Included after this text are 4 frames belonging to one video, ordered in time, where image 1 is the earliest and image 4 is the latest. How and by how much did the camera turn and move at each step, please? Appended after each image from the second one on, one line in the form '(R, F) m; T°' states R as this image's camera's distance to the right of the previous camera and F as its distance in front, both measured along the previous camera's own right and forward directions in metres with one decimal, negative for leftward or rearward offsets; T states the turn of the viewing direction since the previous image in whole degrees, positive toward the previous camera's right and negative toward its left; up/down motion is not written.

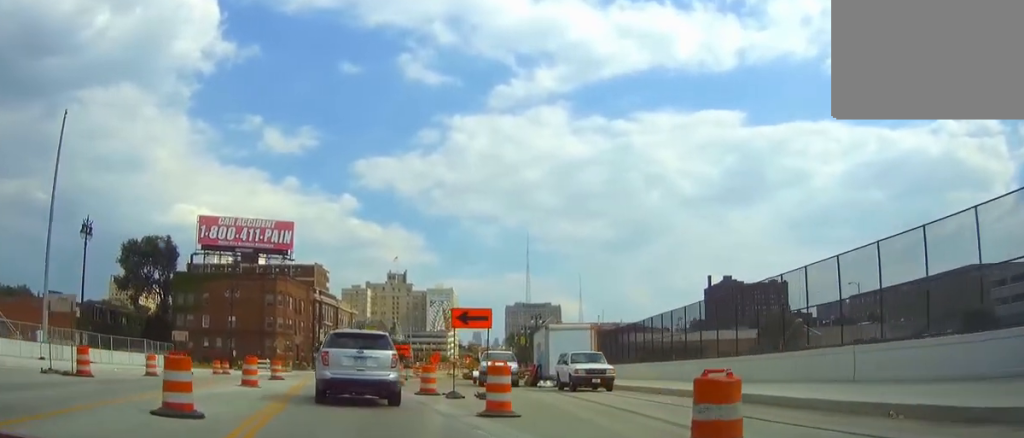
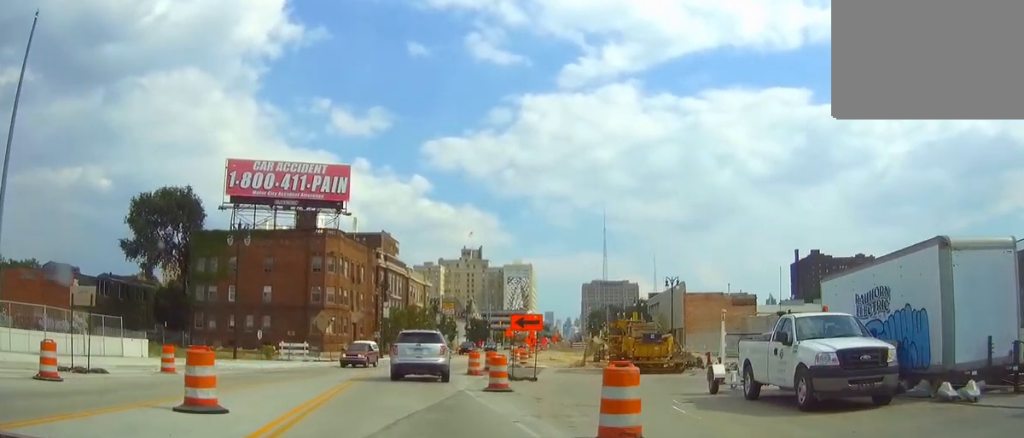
(-1.3, +23.7) m; -3°
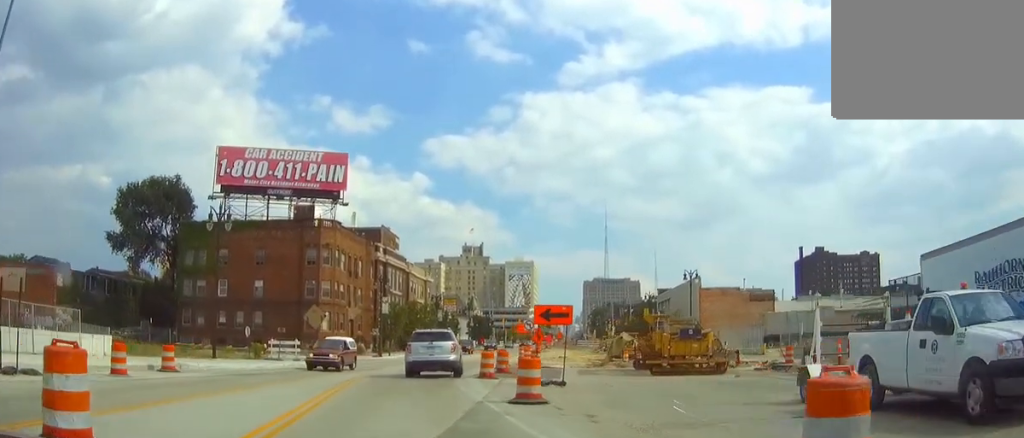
(0.0, +4.7) m; 0°
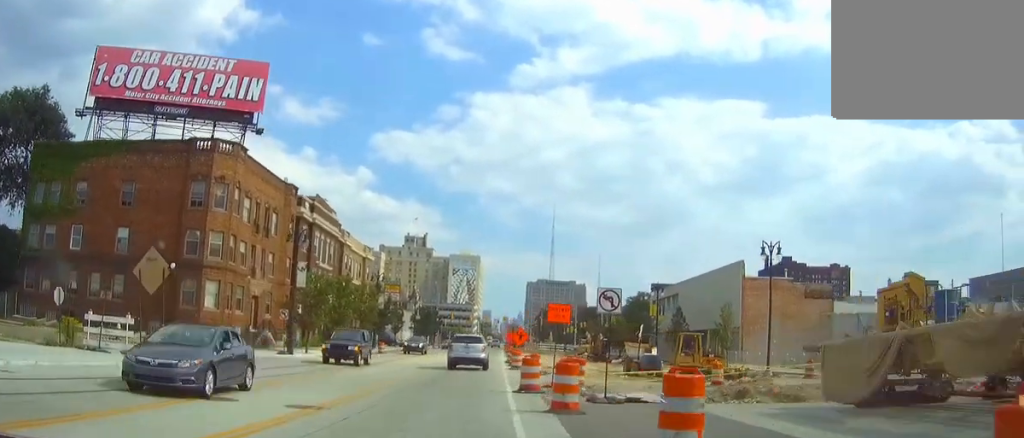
(+0.9, +24.2) m; +7°
